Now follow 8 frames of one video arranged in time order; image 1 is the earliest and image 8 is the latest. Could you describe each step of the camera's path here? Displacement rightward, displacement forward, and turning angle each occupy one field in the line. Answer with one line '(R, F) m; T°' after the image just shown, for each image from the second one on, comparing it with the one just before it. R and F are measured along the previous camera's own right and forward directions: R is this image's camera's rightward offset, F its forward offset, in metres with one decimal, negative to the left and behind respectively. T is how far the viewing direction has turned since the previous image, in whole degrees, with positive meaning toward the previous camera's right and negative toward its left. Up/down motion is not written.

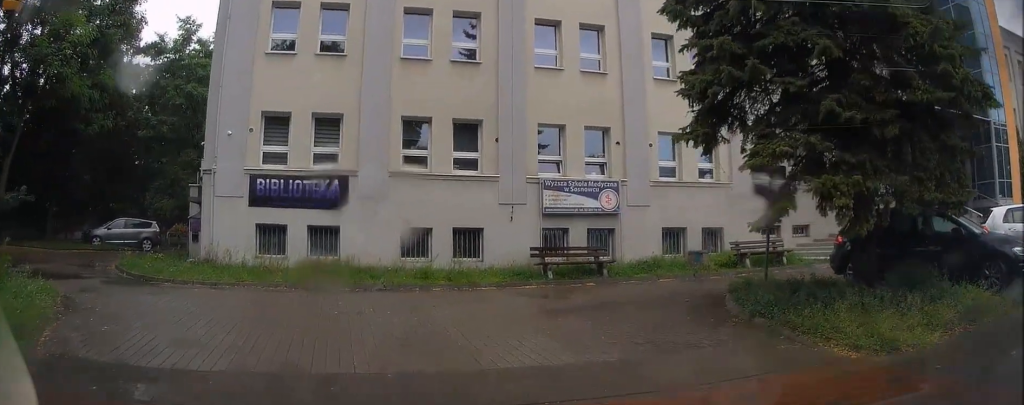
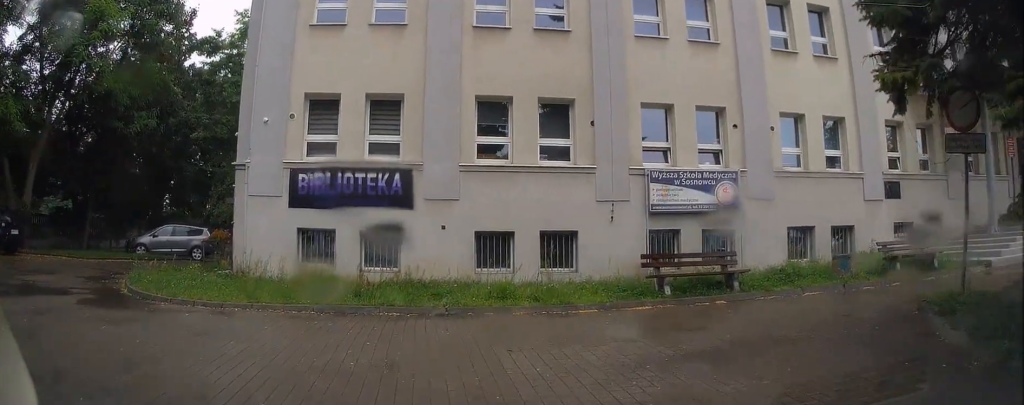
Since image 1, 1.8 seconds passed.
(-1.0, +3.9) m; -27°
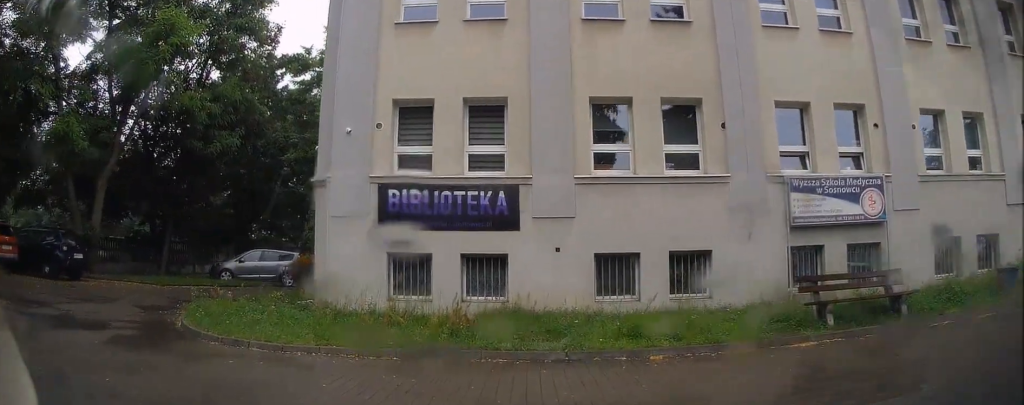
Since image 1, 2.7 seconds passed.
(-0.2, +2.0) m; -12°
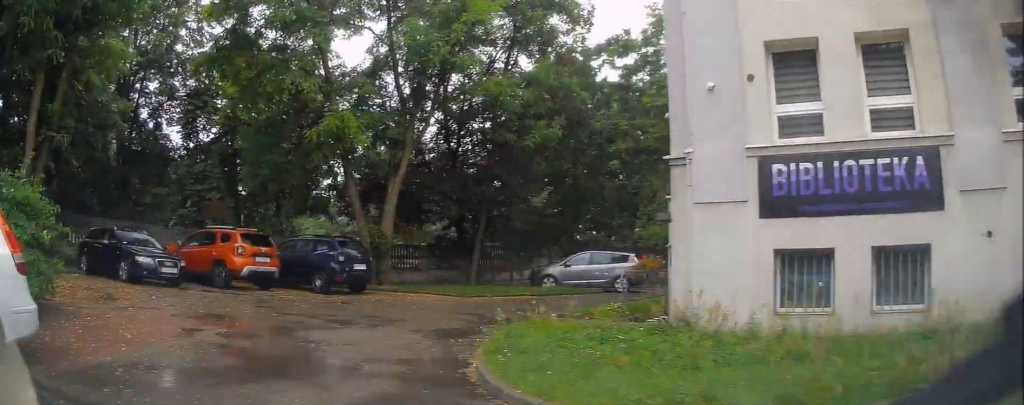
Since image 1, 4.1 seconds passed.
(-0.6, +2.8) m; -34°
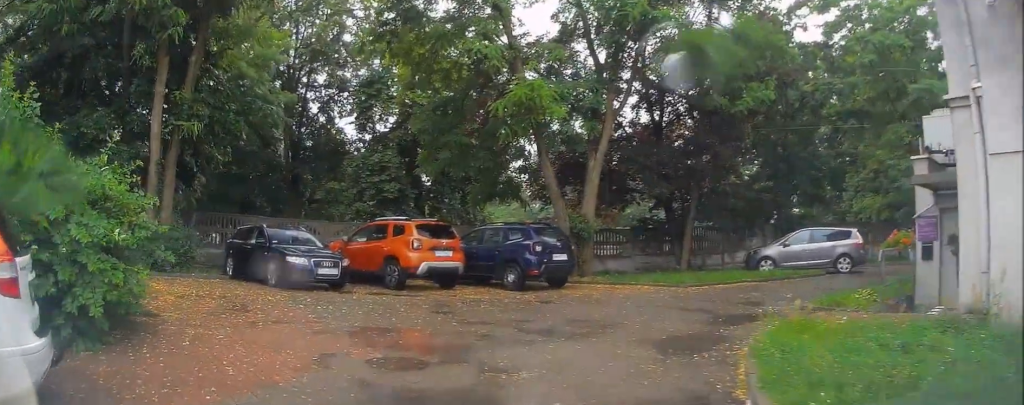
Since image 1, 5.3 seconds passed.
(-0.5, +2.3) m; -10°
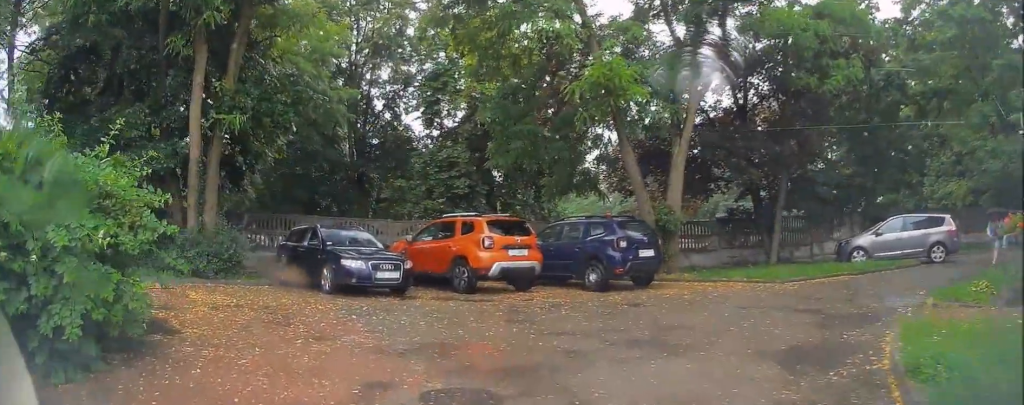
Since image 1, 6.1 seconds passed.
(+0.1, +1.4) m; -2°
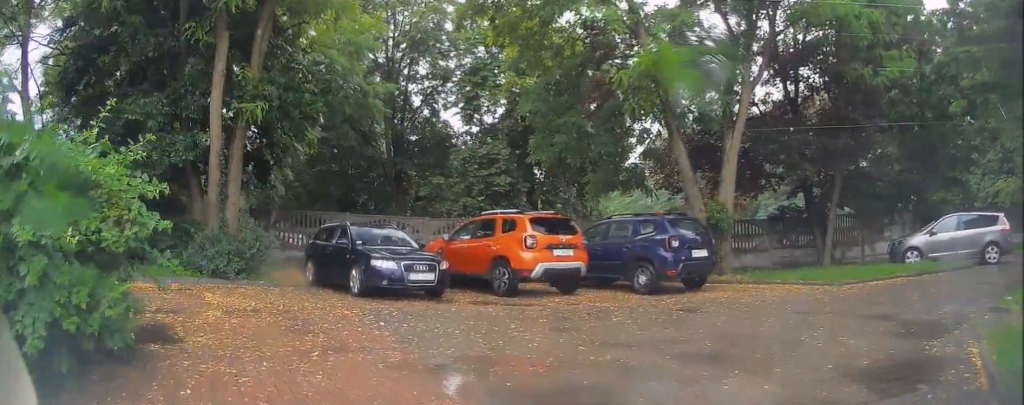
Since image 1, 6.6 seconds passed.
(-0.1, +0.9) m; -3°
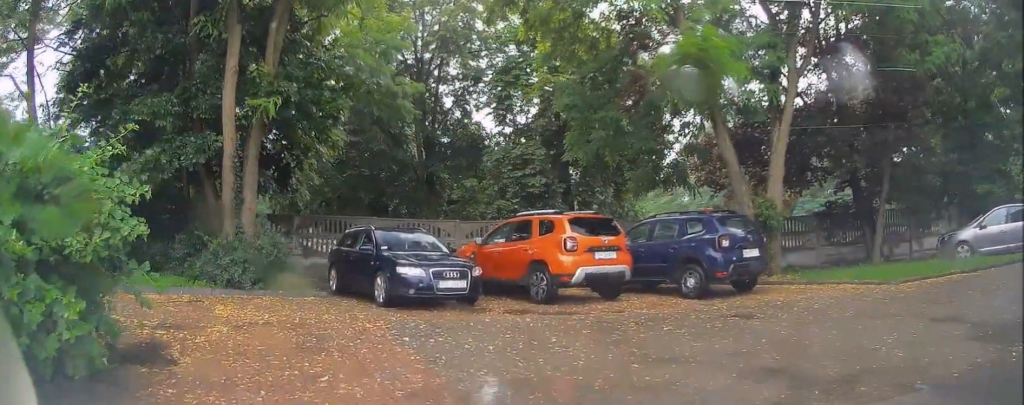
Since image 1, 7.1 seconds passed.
(-0.1, +1.0) m; -4°
